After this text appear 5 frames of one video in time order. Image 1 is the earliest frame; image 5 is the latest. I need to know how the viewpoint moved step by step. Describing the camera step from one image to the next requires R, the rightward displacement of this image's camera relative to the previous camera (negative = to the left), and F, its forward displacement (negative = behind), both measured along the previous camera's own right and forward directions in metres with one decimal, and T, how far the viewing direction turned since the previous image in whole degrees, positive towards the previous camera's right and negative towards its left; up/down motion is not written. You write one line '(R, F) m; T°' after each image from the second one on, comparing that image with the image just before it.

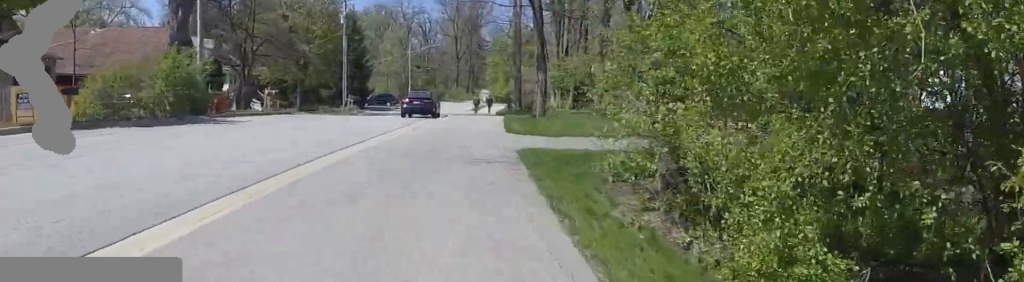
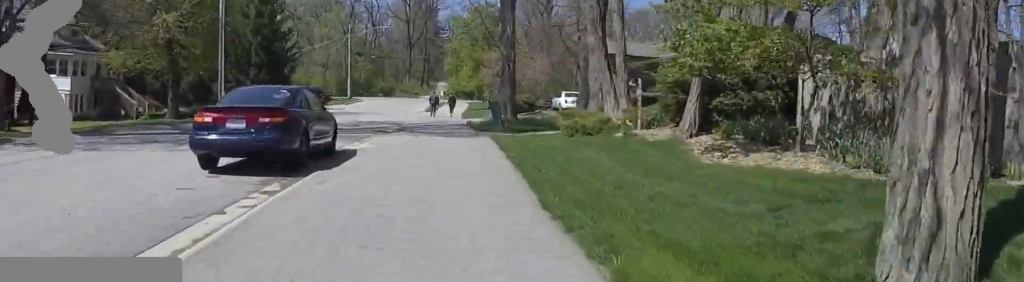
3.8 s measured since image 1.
(+4.0, +17.7) m; +13°
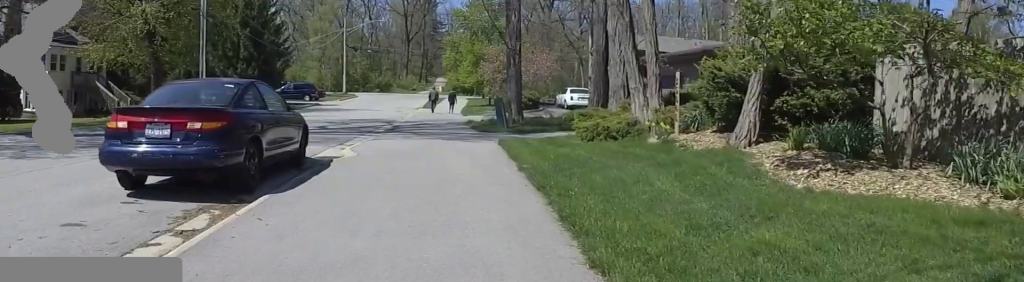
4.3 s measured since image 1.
(0.0, +2.2) m; 0°
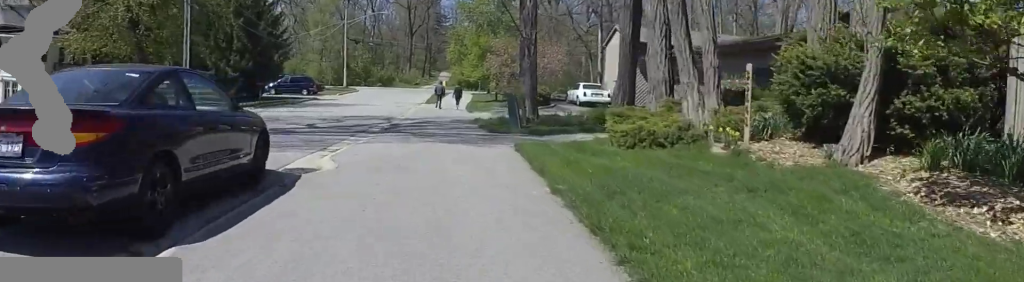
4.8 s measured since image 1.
(0.0, +2.4) m; 0°
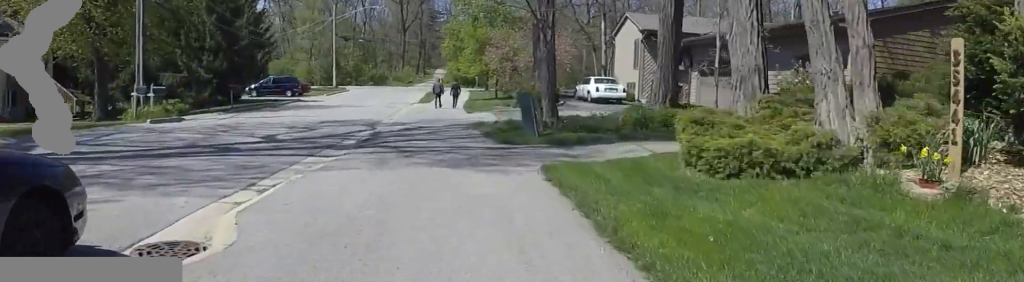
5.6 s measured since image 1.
(0.0, +3.6) m; 0°
